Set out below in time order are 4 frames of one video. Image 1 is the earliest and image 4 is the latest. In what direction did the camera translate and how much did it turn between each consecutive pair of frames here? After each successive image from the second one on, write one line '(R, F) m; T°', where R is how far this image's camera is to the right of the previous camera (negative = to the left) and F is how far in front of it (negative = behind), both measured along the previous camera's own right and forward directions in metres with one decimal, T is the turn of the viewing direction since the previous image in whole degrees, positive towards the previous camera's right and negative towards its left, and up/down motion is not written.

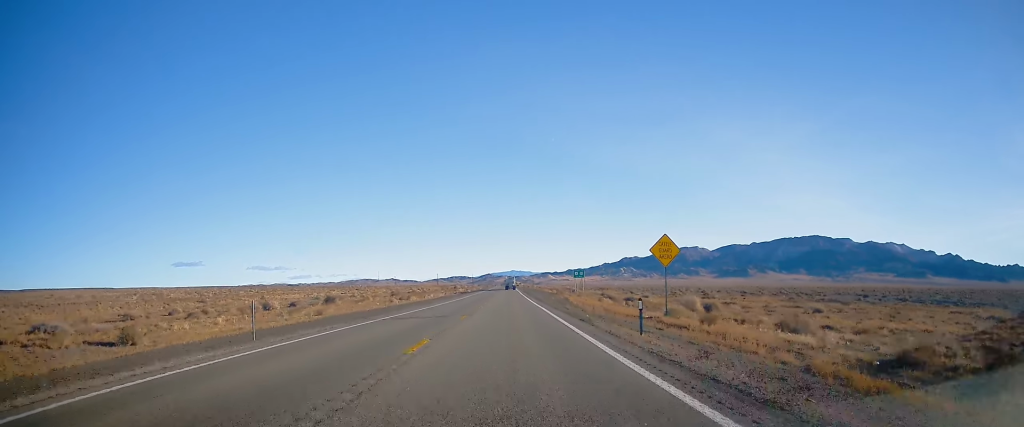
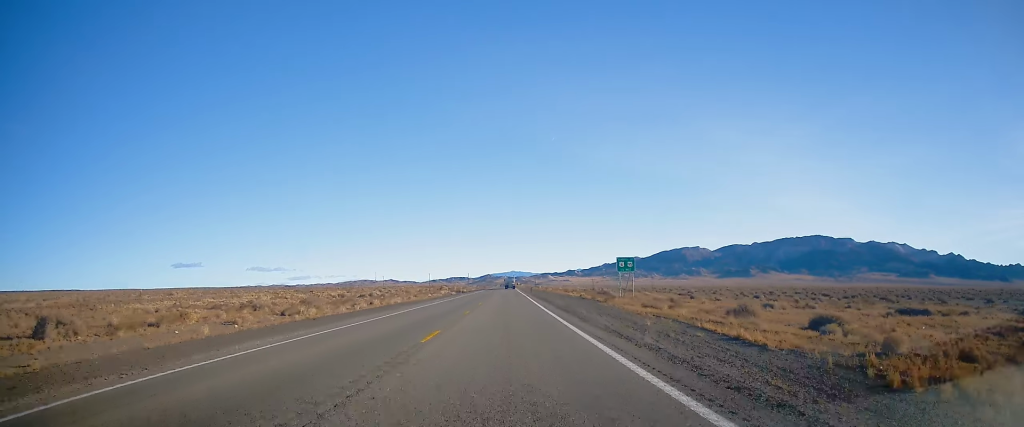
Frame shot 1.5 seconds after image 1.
(-0.1, +46.8) m; 0°
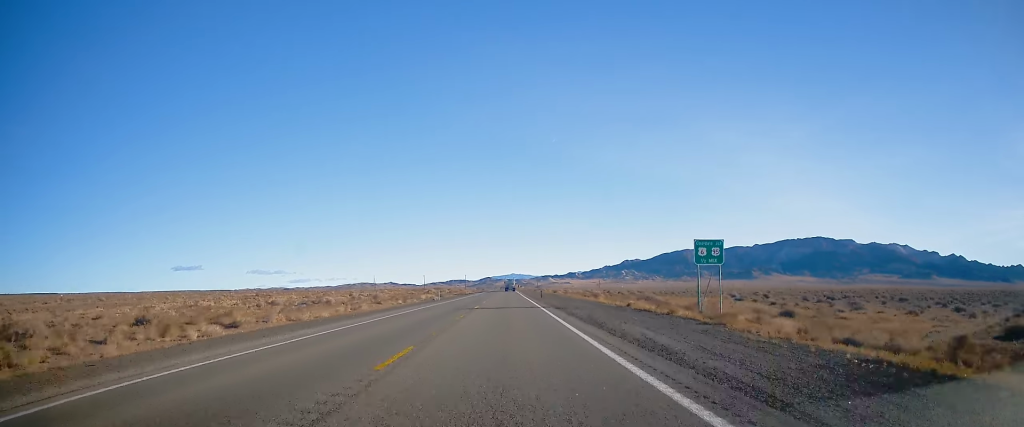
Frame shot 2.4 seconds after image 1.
(+0.1, +28.6) m; 0°
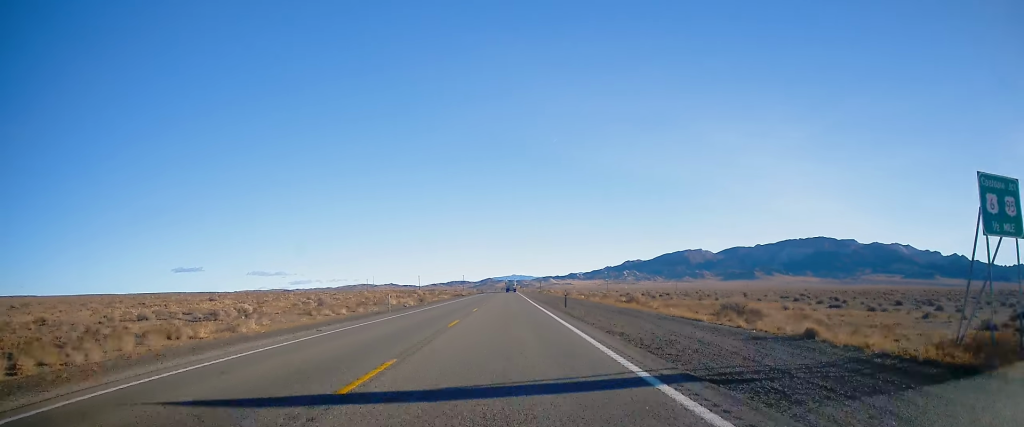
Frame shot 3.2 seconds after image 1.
(-0.1, +26.3) m; 0°
